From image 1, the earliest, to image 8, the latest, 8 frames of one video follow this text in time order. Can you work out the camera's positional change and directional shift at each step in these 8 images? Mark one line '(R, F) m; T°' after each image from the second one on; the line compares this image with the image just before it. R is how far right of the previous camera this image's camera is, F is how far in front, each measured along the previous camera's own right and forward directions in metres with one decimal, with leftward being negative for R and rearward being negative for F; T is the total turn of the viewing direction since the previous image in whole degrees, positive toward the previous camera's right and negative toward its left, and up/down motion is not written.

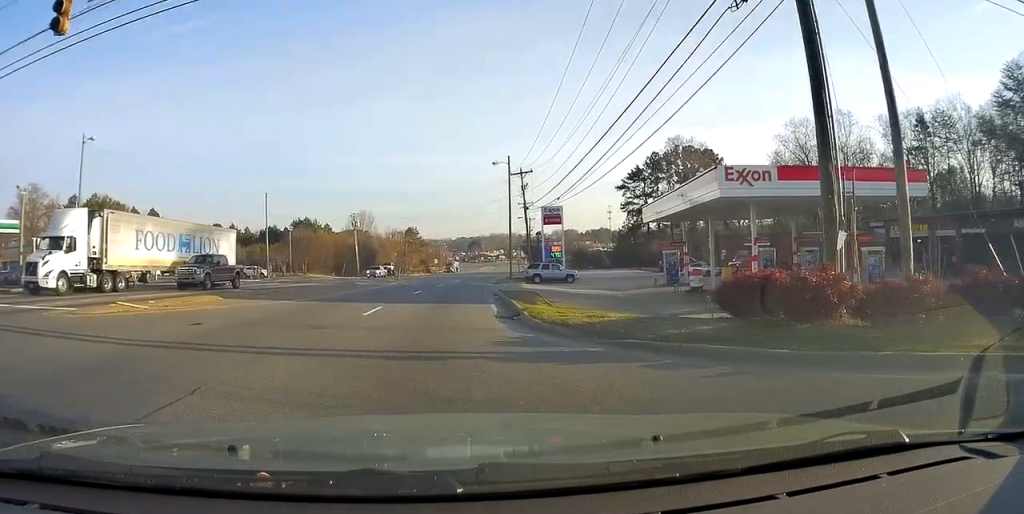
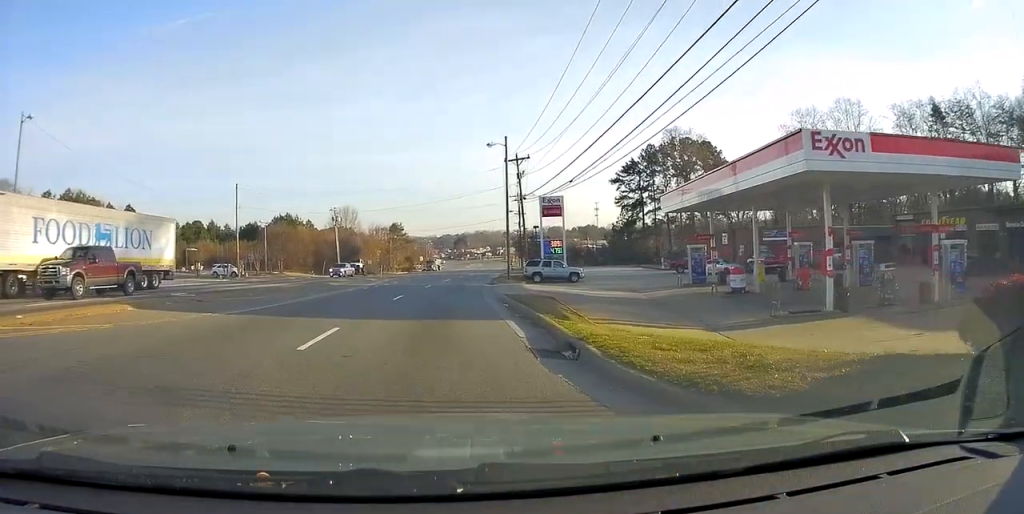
(+0.3, +6.3) m; +2°
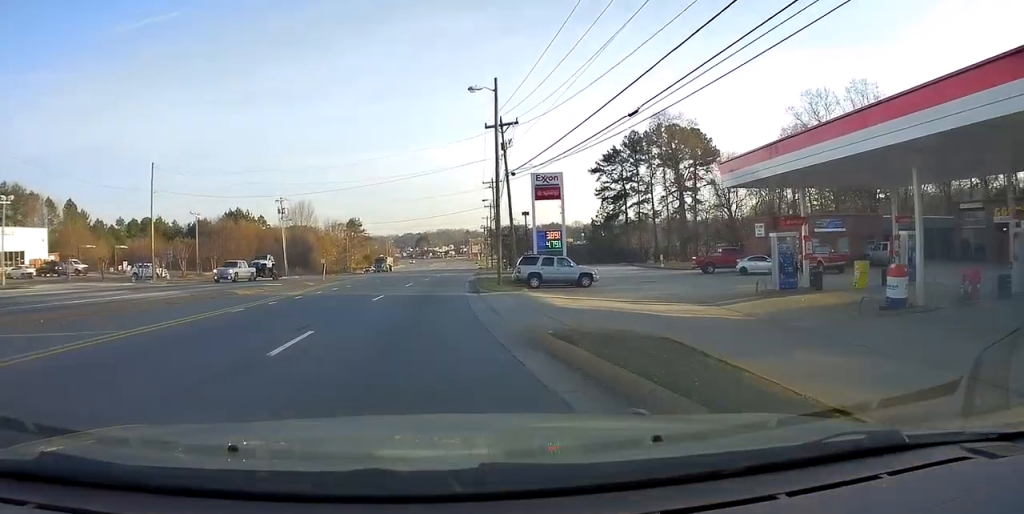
(+0.2, +12.9) m; +2°
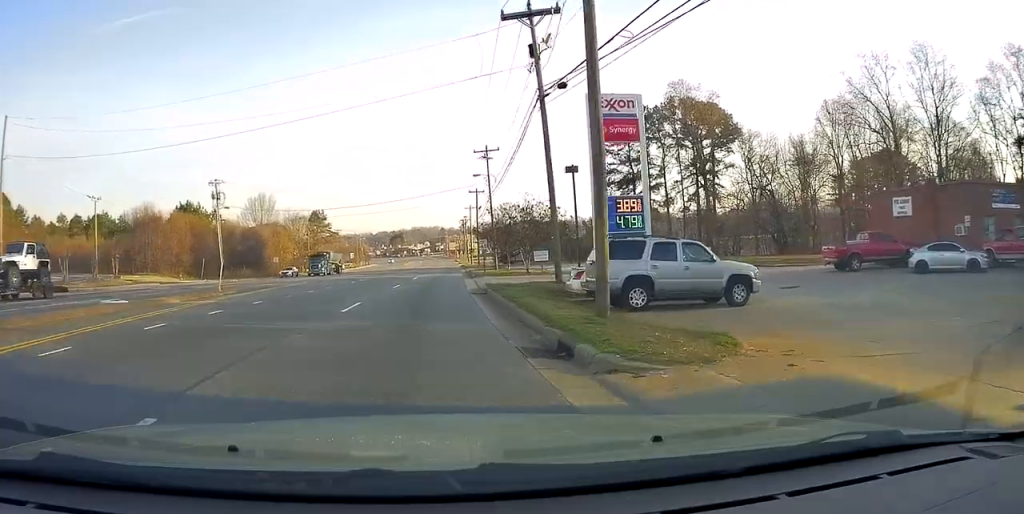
(+0.5, +18.6) m; +3°
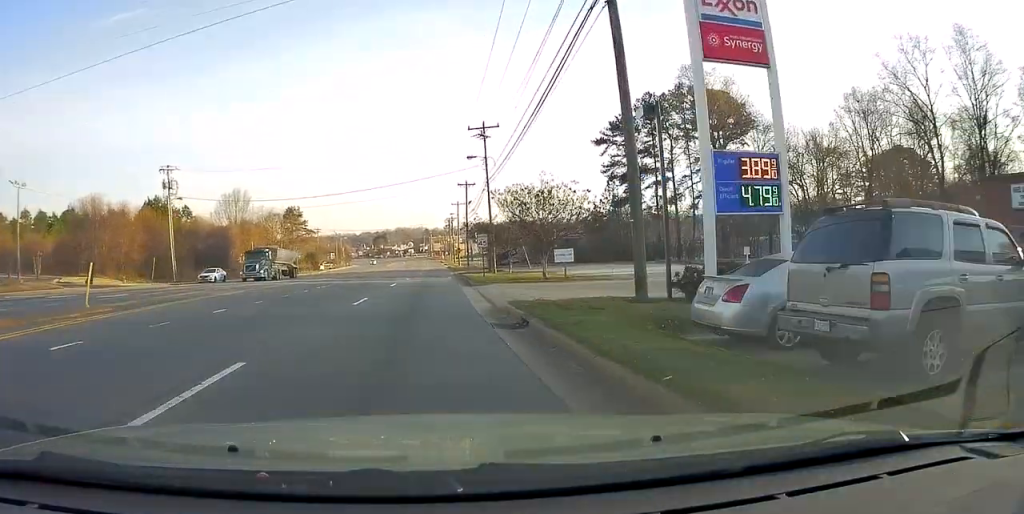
(+0.1, +9.8) m; +1°
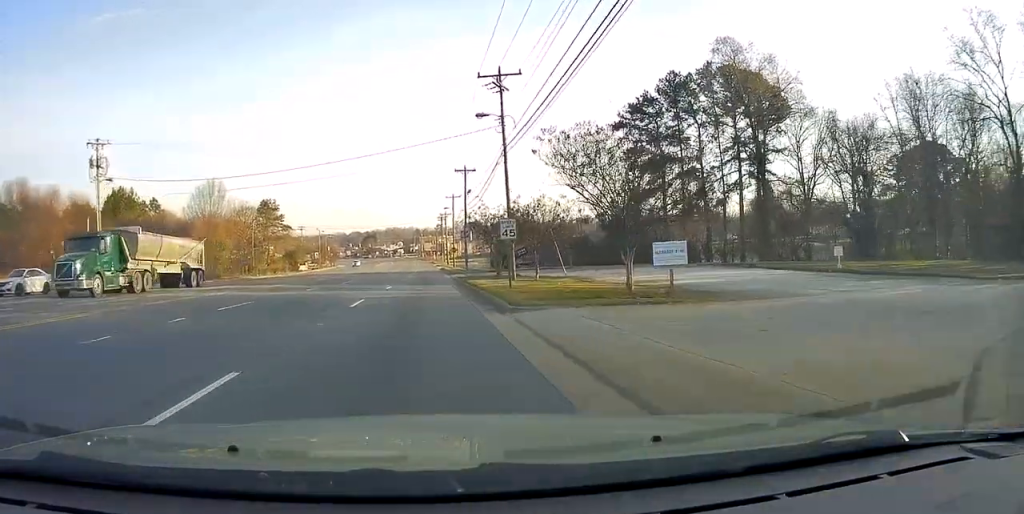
(+0.1, +13.3) m; +1°
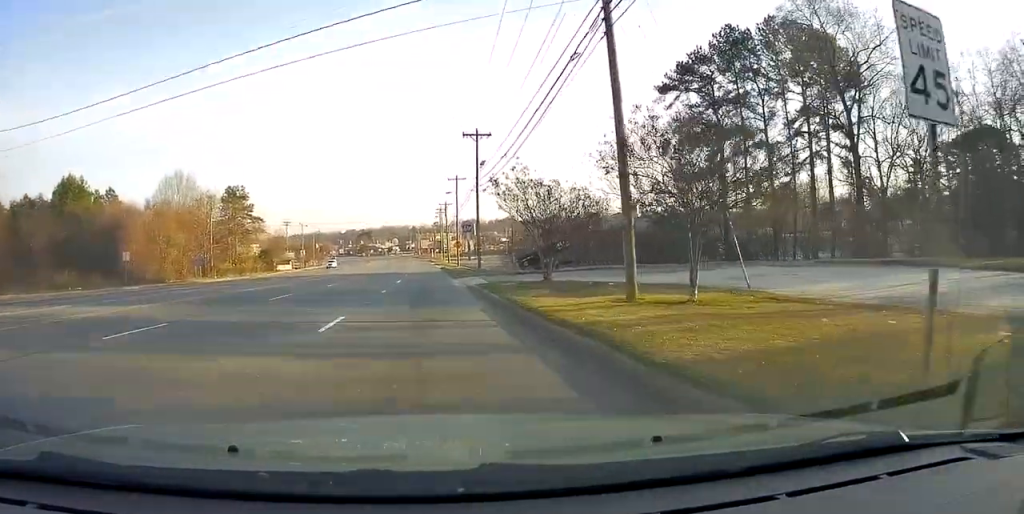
(+0.4, +18.3) m; +2°
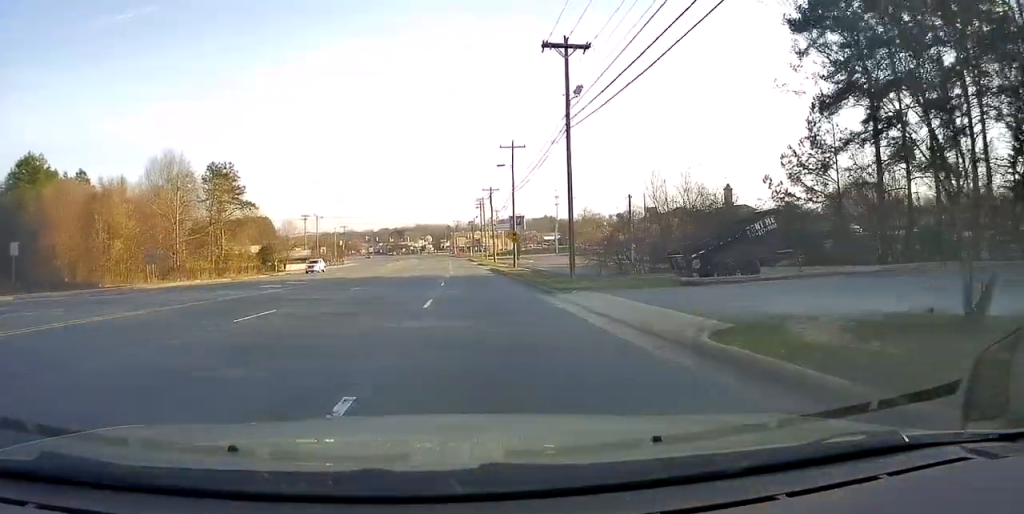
(-0.2, +21.3) m; -3°
